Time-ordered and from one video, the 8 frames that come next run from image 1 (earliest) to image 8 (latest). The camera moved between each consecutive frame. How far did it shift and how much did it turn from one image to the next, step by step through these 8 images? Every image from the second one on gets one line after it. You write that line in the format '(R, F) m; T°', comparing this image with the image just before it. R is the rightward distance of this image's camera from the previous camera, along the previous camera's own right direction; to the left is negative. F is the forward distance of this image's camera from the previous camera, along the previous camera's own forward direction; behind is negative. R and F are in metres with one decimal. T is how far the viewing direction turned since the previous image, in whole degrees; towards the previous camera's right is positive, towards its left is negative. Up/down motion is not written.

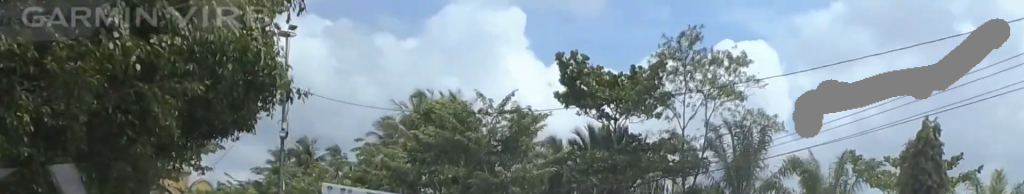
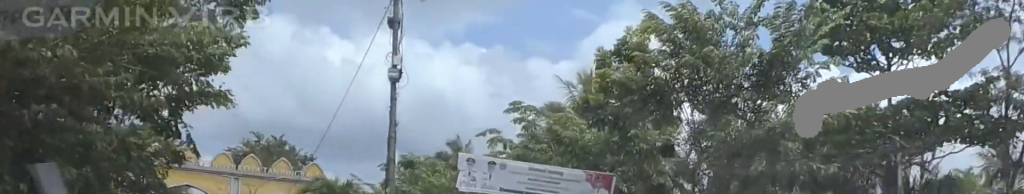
(-0.2, +16.2) m; -12°
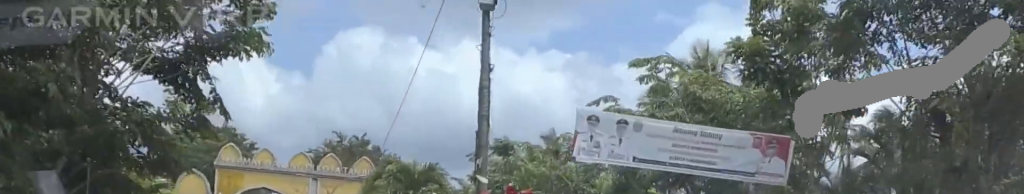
(-1.3, +7.6) m; -5°
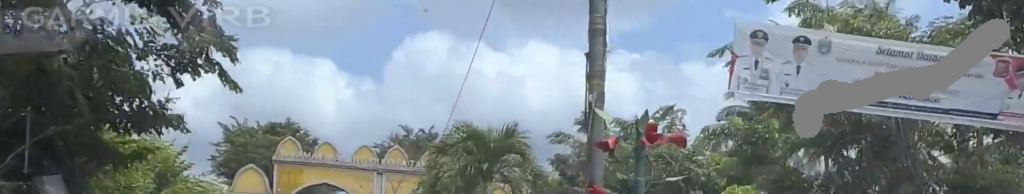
(-0.3, +6.6) m; -3°
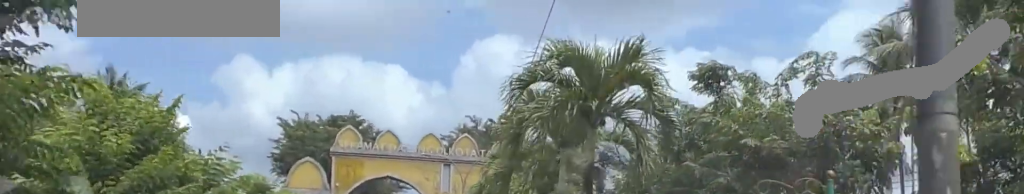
(+1.0, +7.8) m; -3°
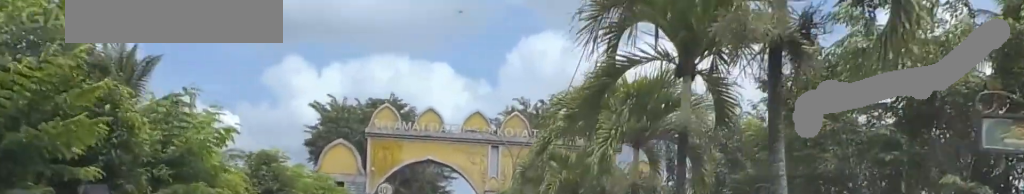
(-1.3, +8.0) m; -6°
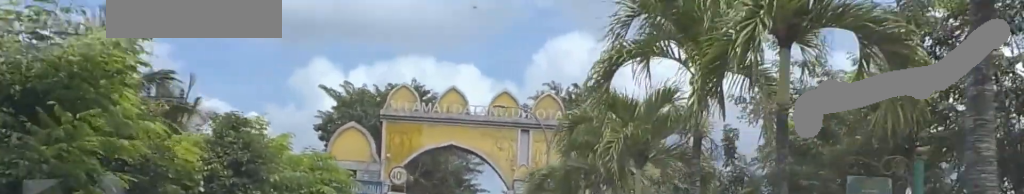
(-0.4, +7.3) m; -3°
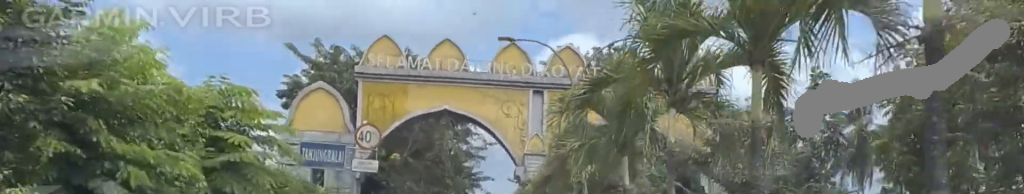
(0.0, +12.5) m; 0°
